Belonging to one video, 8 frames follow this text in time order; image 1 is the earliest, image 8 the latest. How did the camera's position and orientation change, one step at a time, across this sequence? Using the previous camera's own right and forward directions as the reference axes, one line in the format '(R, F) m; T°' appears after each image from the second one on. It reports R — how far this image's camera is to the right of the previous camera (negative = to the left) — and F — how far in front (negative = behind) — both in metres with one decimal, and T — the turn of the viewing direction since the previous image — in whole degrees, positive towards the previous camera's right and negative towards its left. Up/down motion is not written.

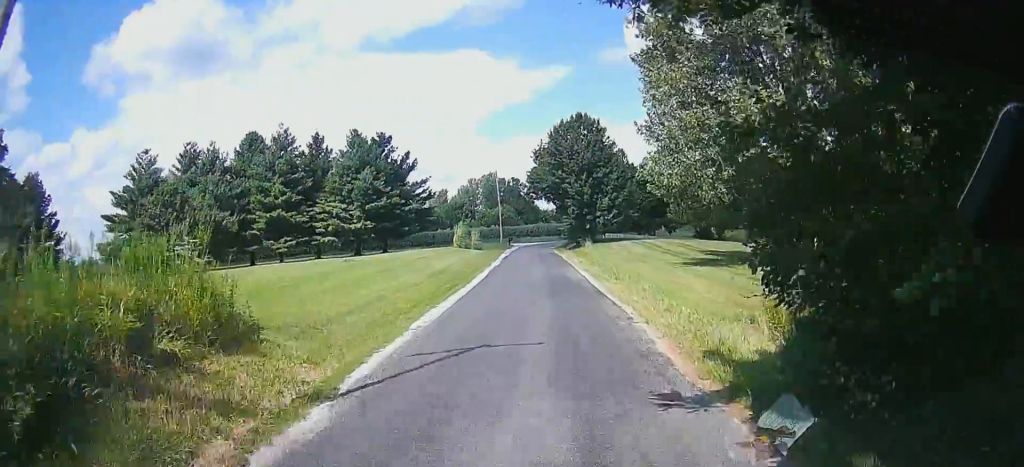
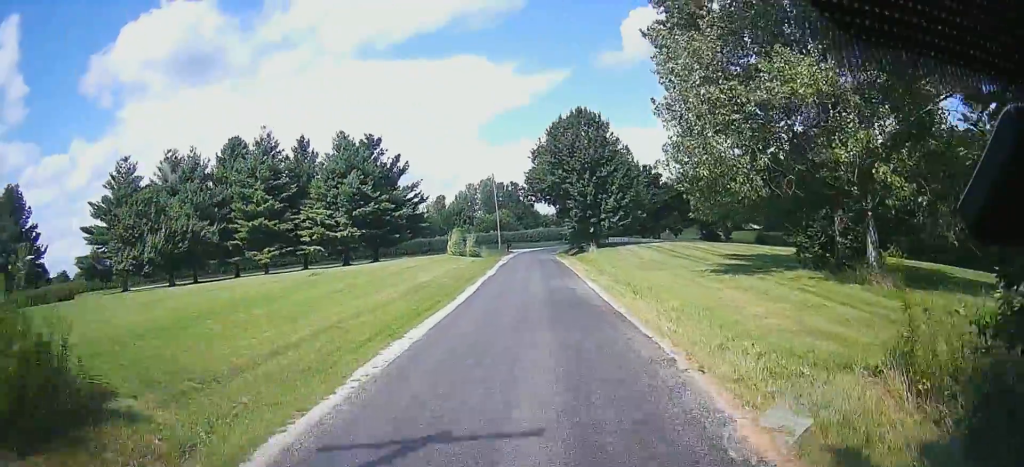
(-0.1, +4.6) m; -1°
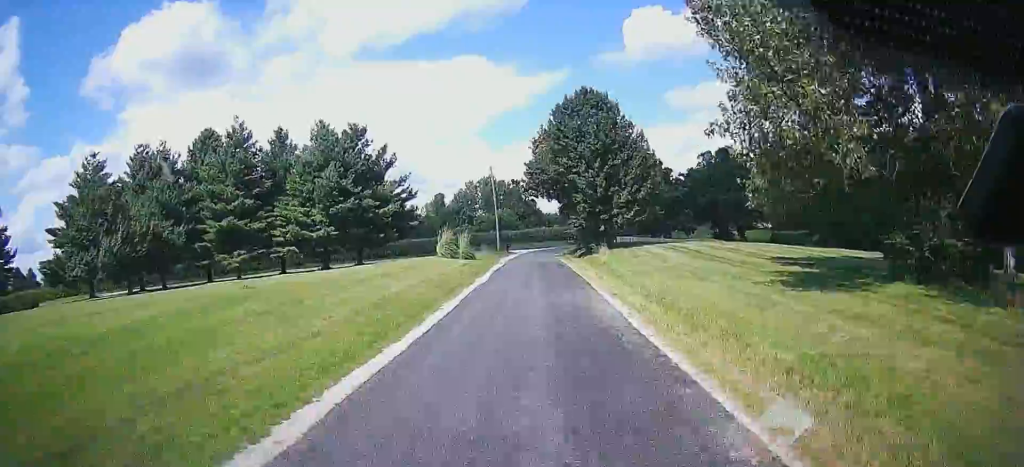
(-0.1, +7.3) m; -1°
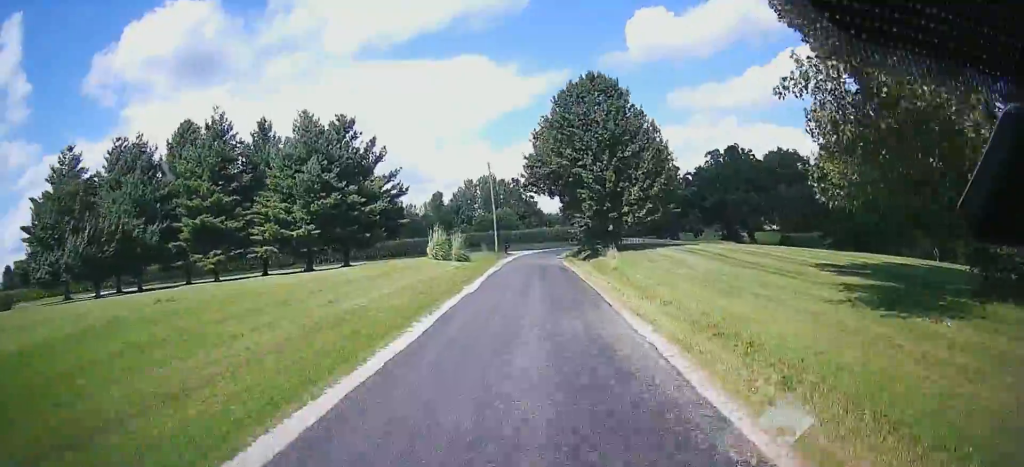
(0.0, +4.5) m; 0°
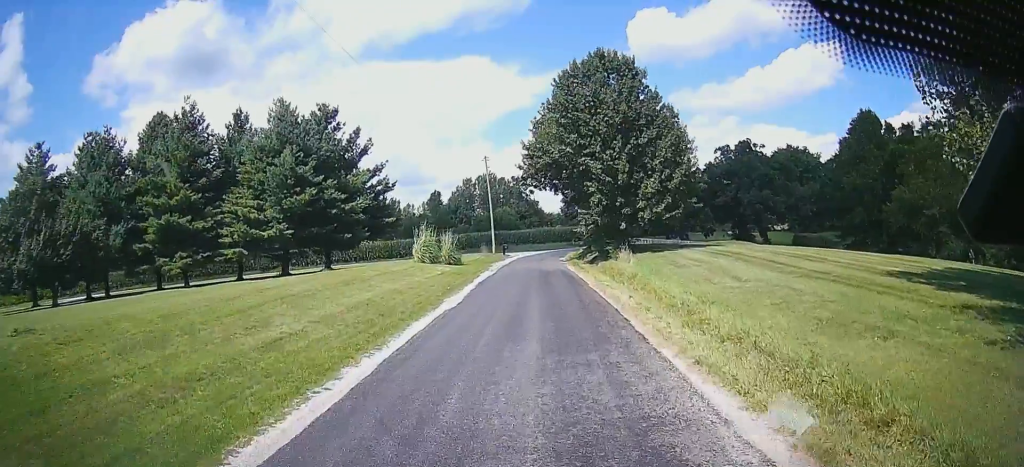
(0.0, +5.4) m; 0°
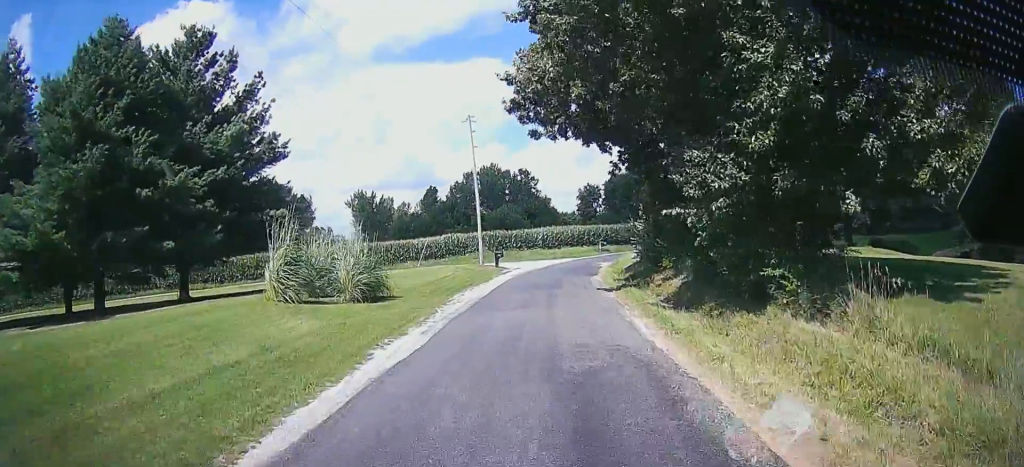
(0.0, +23.7) m; 0°
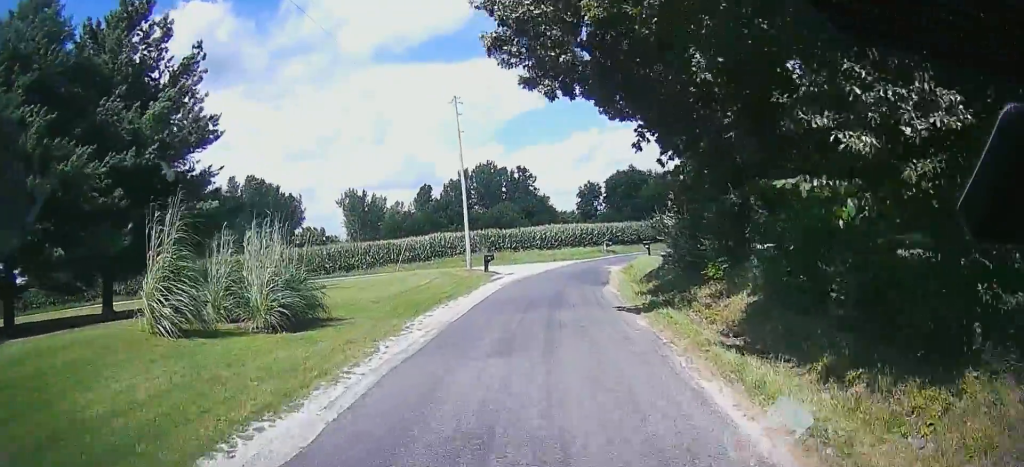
(0.0, +6.6) m; 0°
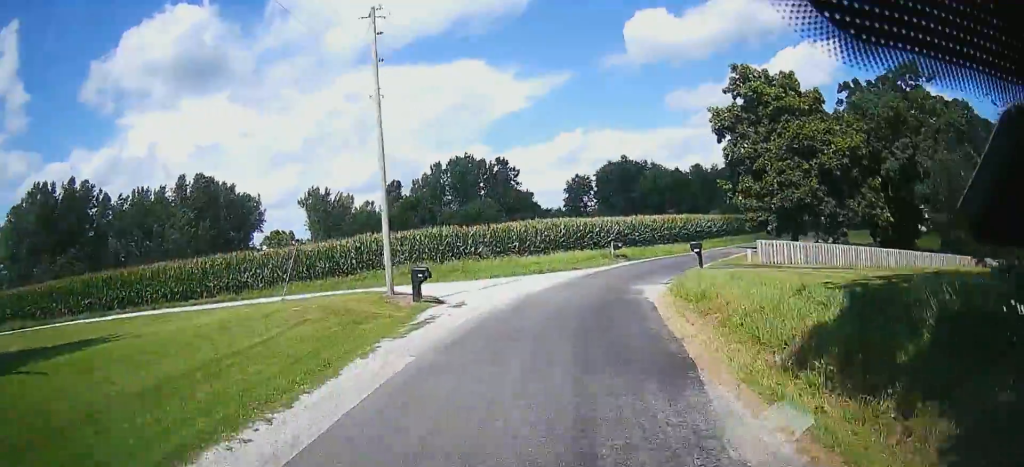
(0.0, +18.8) m; 0°
